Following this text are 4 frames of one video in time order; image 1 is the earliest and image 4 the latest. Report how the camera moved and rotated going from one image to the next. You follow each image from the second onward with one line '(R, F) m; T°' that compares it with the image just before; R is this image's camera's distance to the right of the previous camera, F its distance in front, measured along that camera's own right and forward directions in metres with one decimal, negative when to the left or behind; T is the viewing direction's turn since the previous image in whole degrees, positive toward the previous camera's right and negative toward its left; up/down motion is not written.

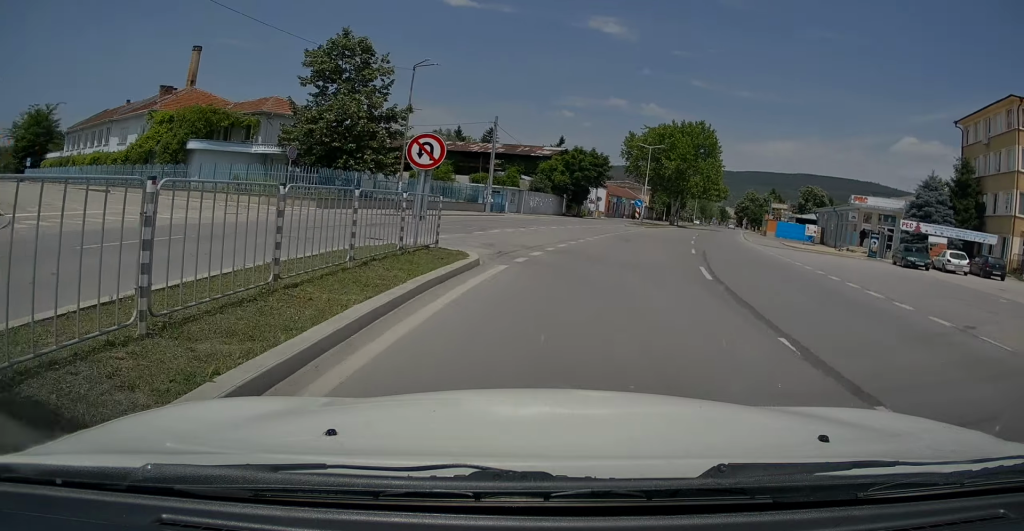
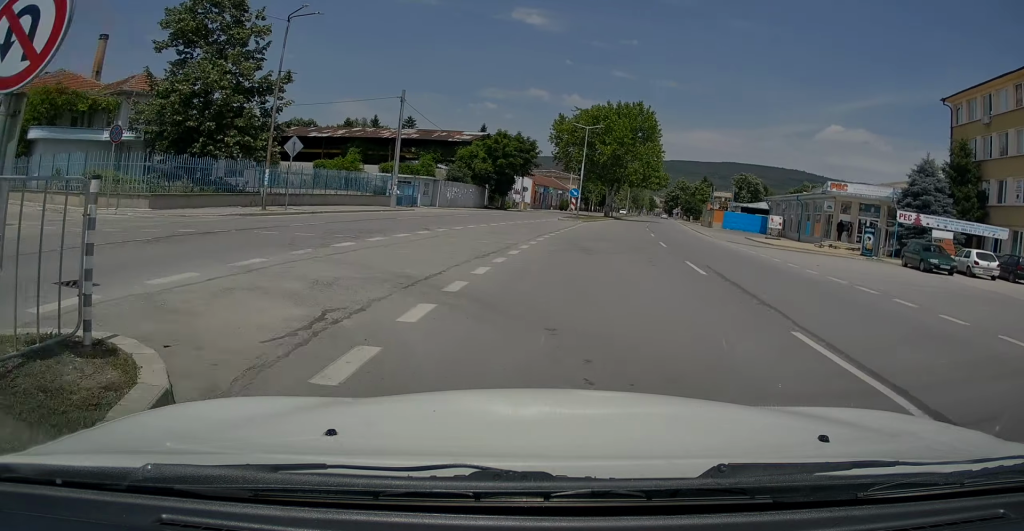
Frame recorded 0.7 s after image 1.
(+0.5, +8.7) m; +6°
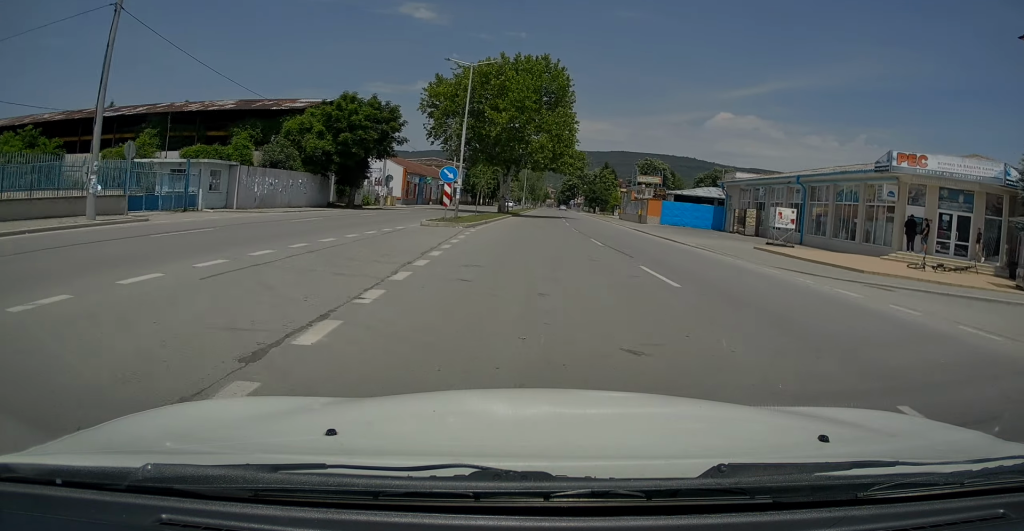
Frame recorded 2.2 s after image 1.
(+2.3, +20.5) m; +11°
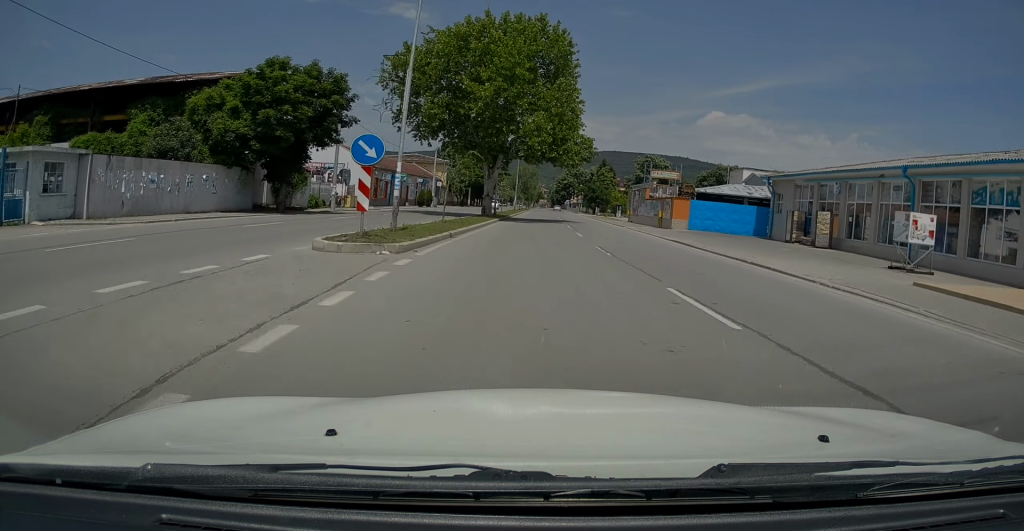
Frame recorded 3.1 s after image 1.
(+0.5, +12.0) m; +2°
